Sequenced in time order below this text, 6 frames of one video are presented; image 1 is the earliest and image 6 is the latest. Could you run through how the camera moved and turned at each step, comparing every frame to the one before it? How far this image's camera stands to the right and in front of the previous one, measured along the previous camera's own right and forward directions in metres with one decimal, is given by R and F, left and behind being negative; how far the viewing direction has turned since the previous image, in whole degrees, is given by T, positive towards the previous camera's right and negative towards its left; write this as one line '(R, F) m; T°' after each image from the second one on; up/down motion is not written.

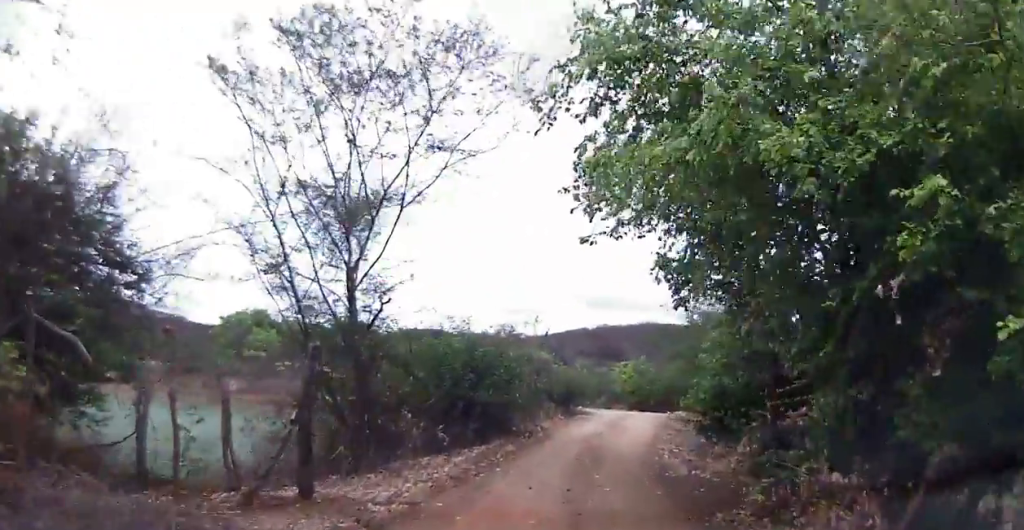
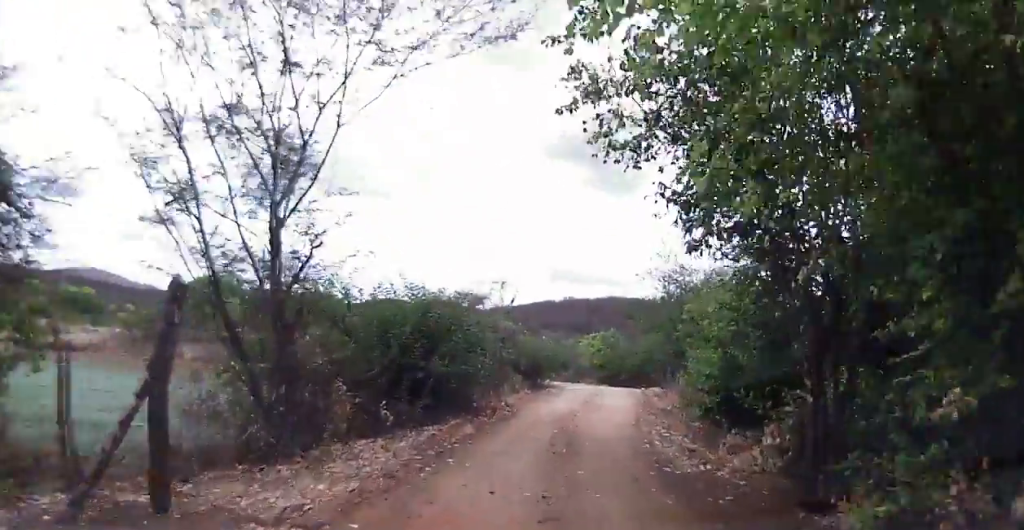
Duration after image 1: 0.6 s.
(+0.2, +2.5) m; +4°
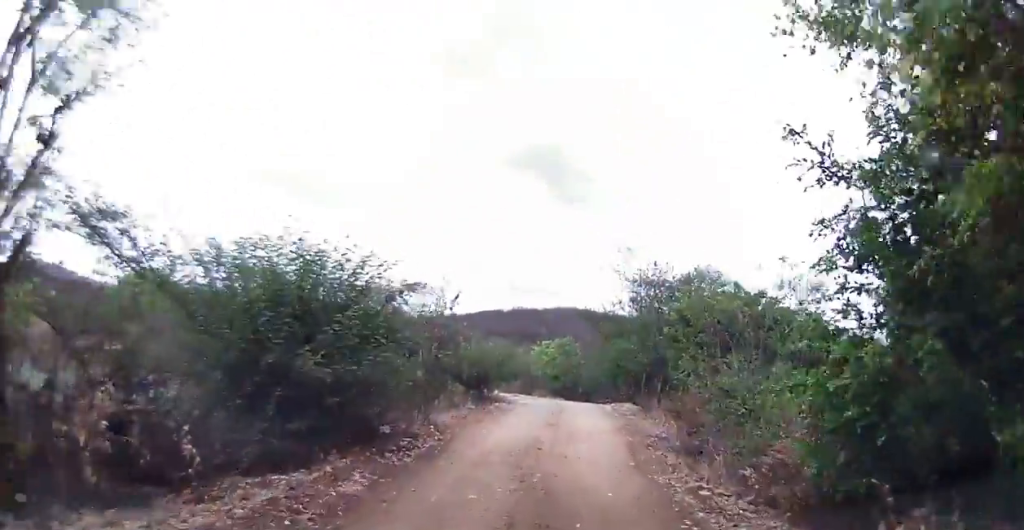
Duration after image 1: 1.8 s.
(+0.2, +5.3) m; +3°
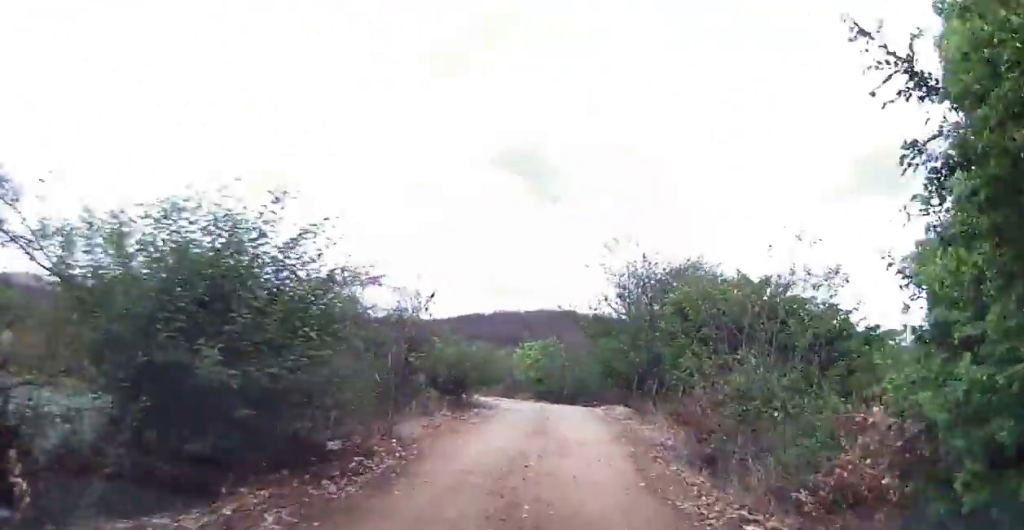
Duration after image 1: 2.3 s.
(0.0, +2.0) m; +3°
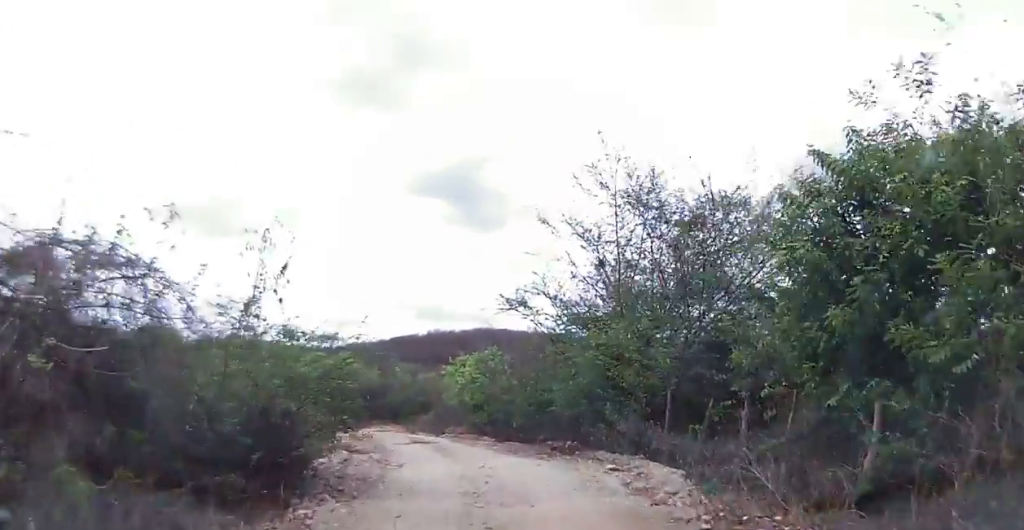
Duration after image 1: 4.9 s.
(+1.5, +11.4) m; +9°
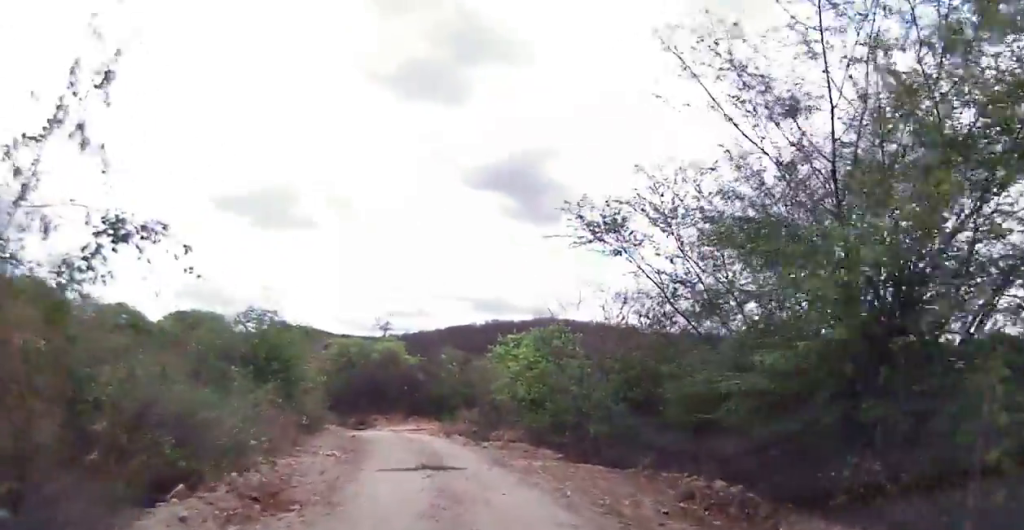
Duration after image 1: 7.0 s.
(+0.2, +10.6) m; +6°
